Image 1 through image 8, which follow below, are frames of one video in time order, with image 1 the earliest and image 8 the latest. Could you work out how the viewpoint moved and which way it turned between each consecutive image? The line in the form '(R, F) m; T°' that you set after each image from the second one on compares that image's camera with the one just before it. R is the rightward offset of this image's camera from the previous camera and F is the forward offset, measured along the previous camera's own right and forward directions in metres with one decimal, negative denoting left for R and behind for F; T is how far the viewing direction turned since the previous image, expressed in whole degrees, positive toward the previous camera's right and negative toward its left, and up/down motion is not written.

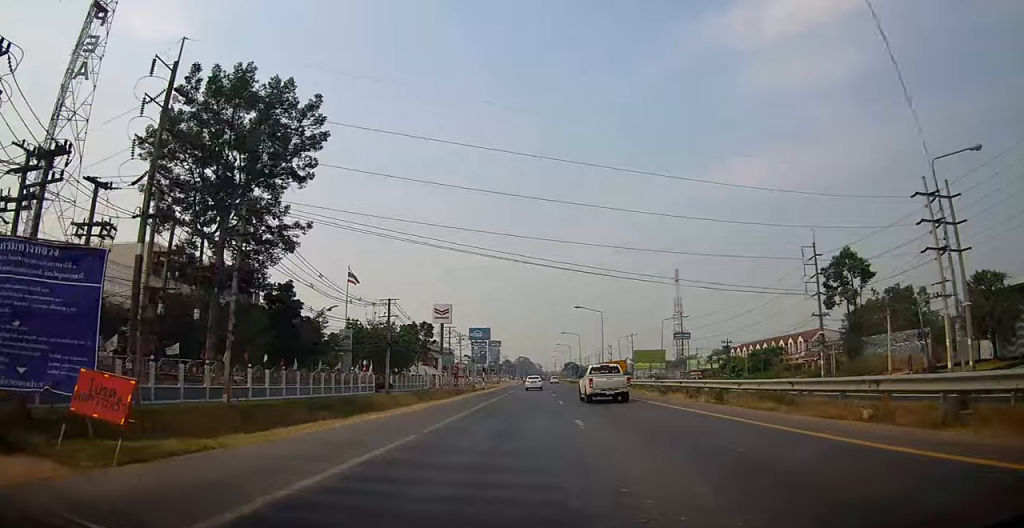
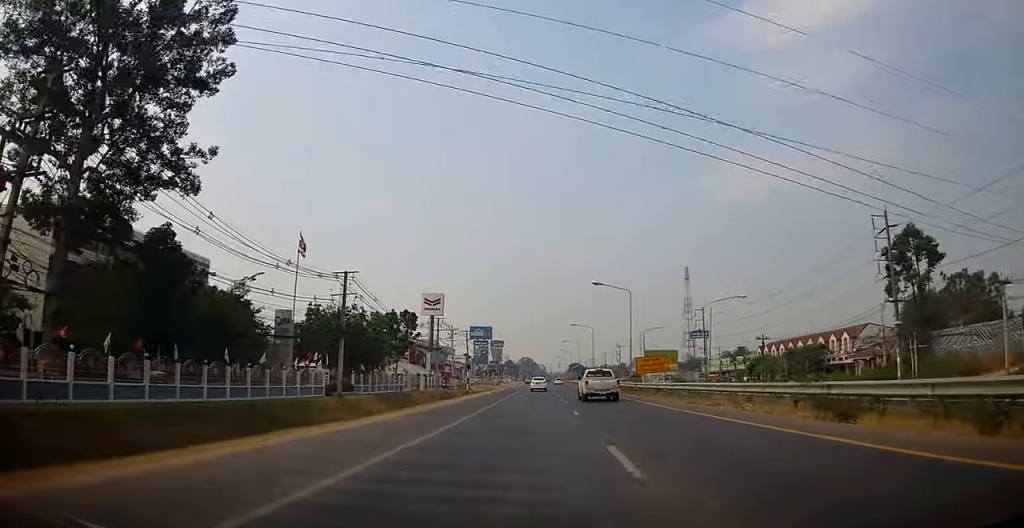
(+0.2, +18.3) m; 0°
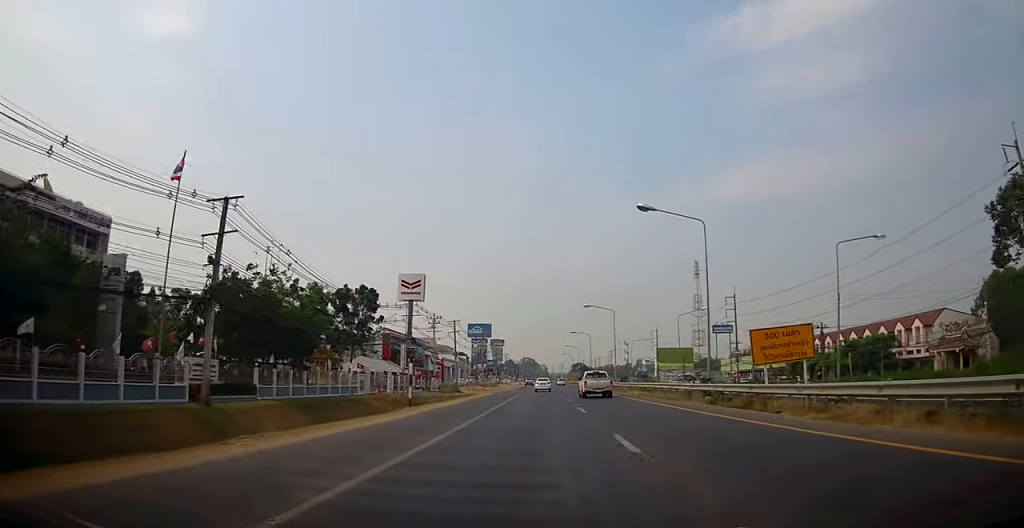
(-0.3, +22.5) m; -2°
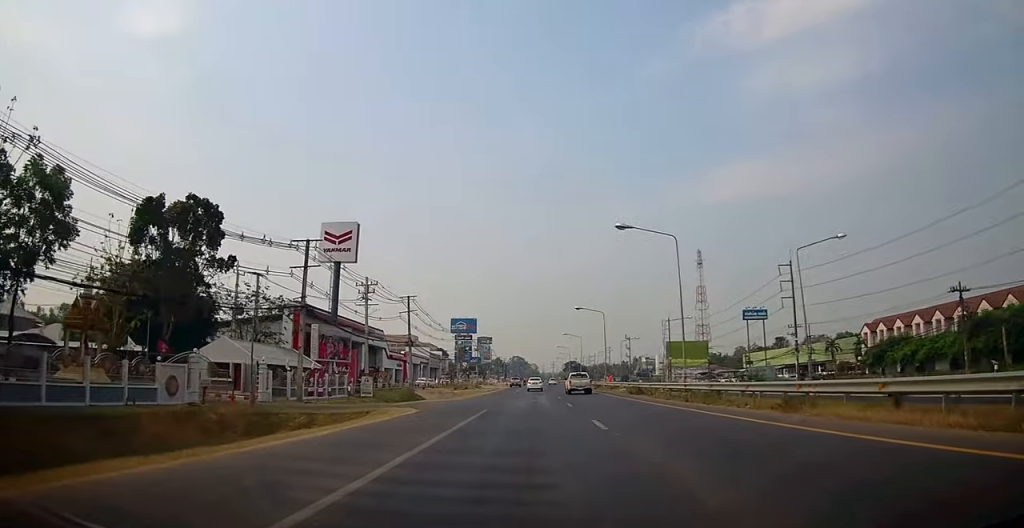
(+0.6, +33.0) m; +2°
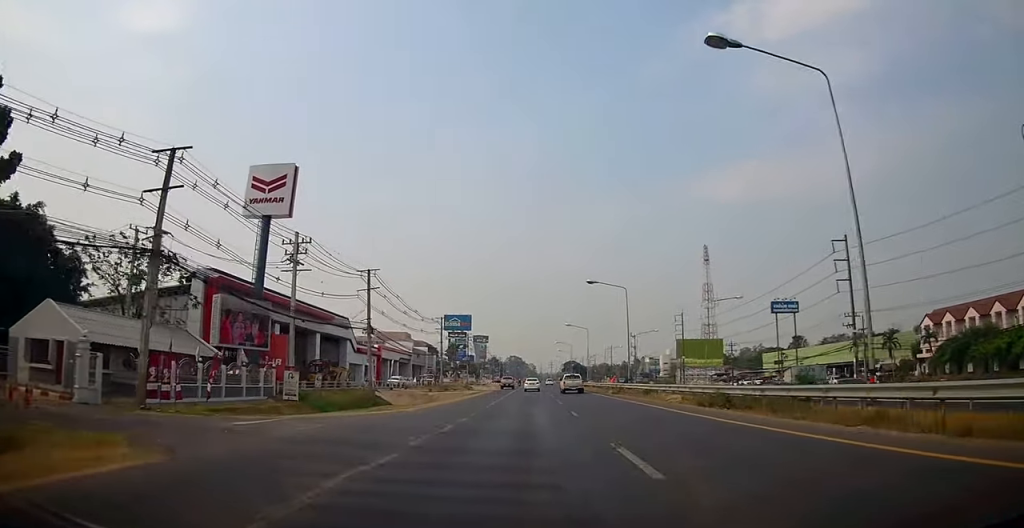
(0.0, +18.1) m; -1°
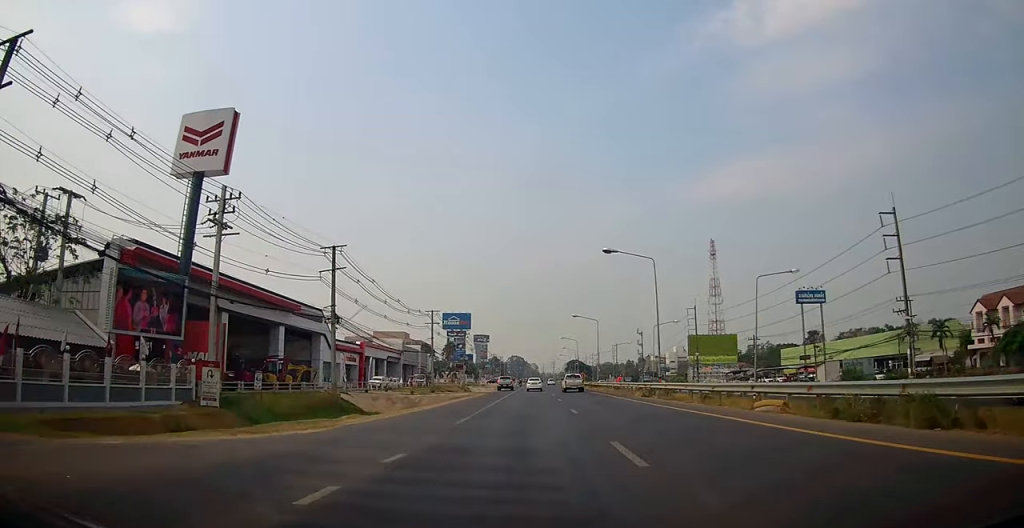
(-0.2, +11.2) m; -1°
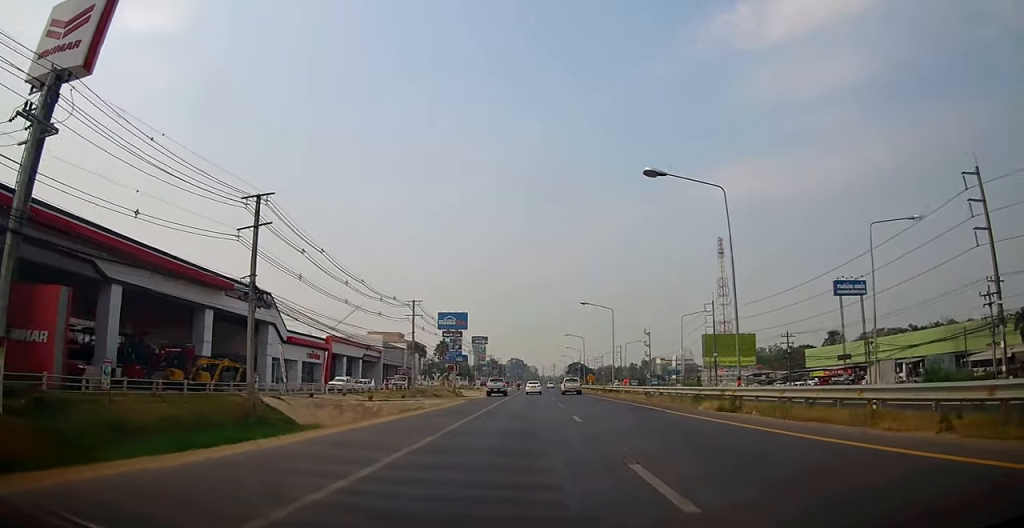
(-0.1, +14.5) m; 0°
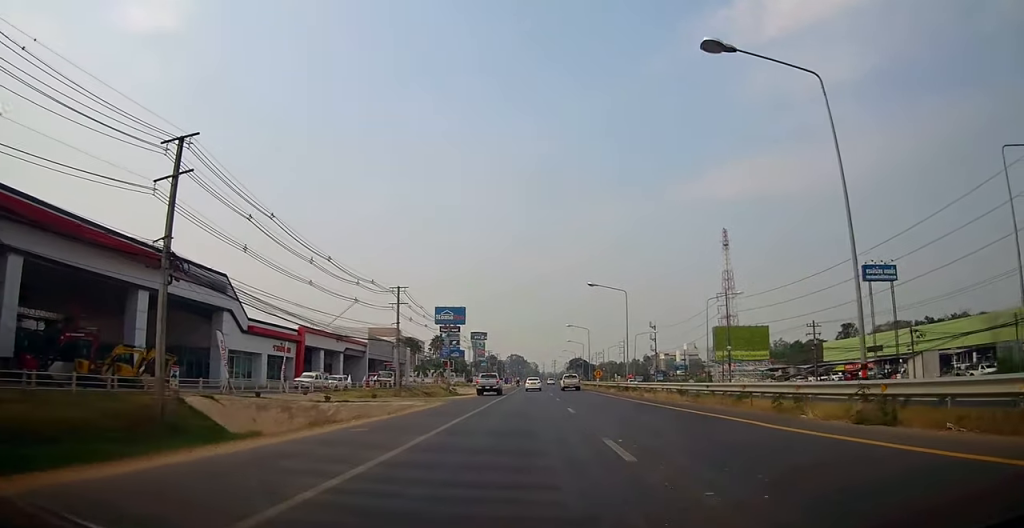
(0.0, +8.9) m; 0°
